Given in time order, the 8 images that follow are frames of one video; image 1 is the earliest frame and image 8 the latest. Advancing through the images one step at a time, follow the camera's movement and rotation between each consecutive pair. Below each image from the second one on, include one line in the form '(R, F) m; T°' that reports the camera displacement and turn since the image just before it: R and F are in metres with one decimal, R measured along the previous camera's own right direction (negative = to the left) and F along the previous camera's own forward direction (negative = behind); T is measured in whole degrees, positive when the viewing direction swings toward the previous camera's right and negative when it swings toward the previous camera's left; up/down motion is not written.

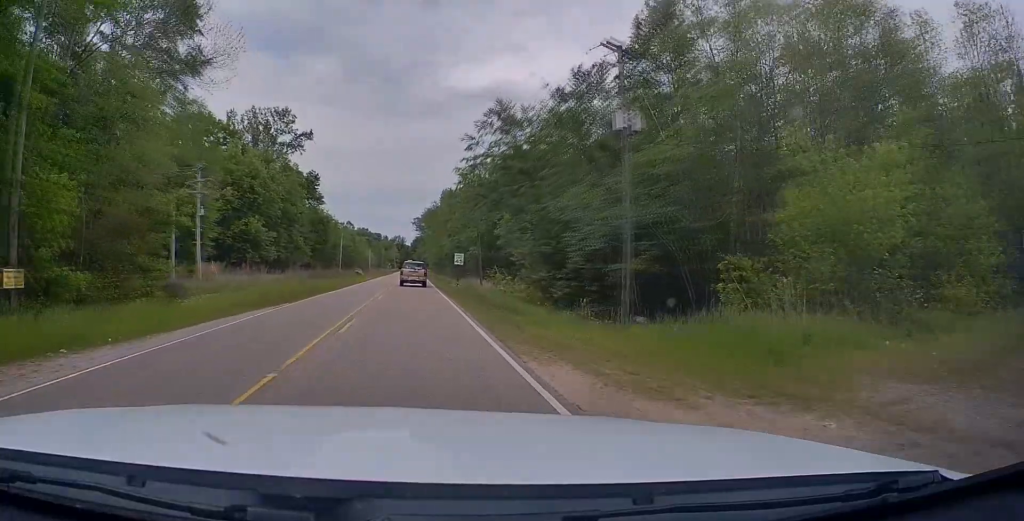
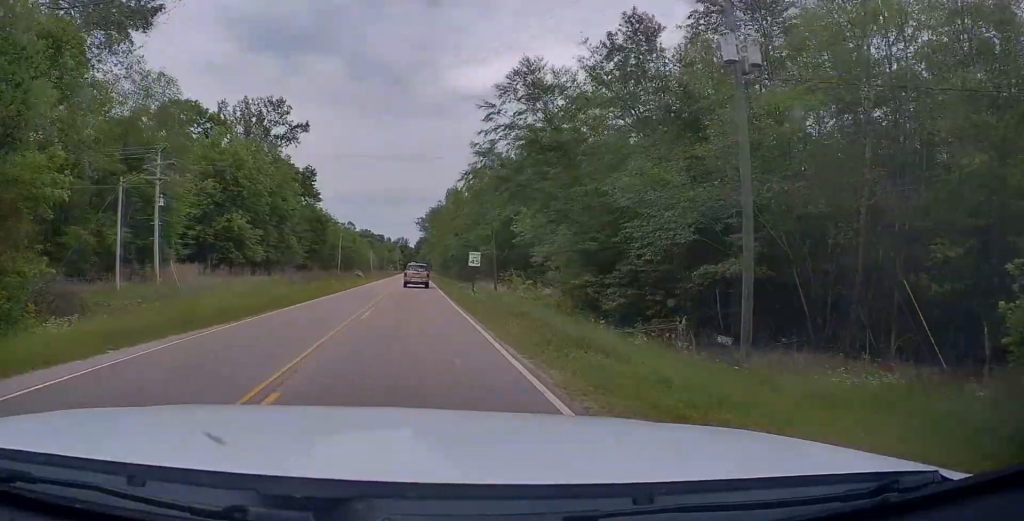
(0.0, +8.1) m; 0°
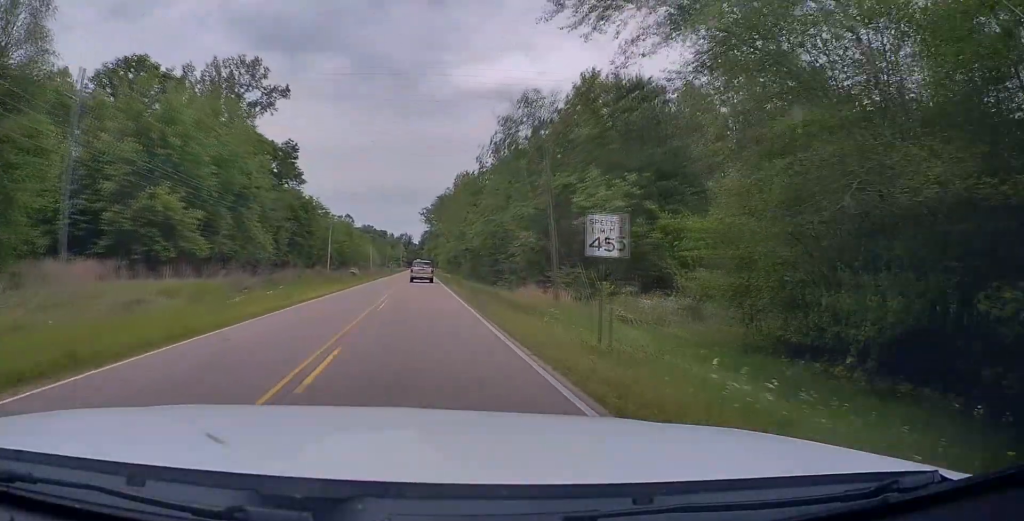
(+0.1, +20.7) m; 0°
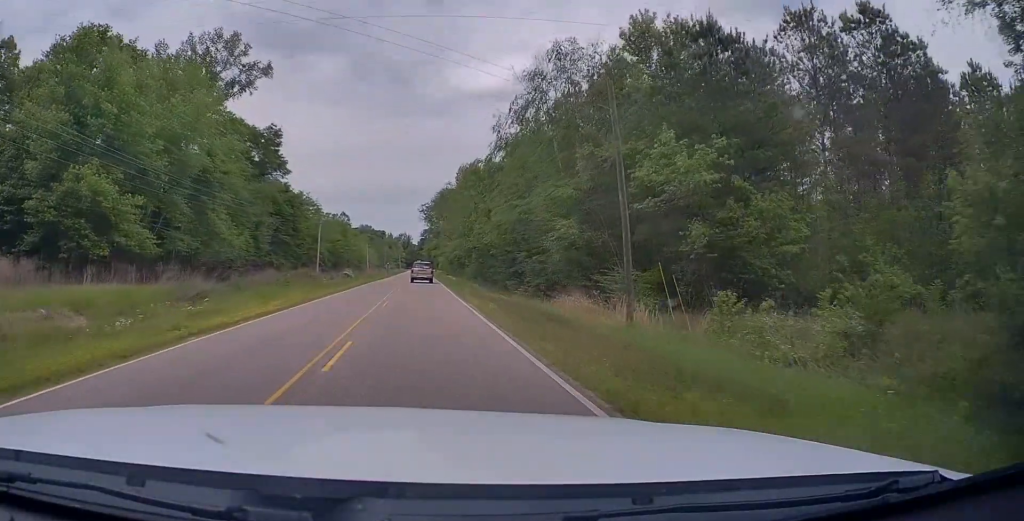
(-0.1, +11.0) m; -1°
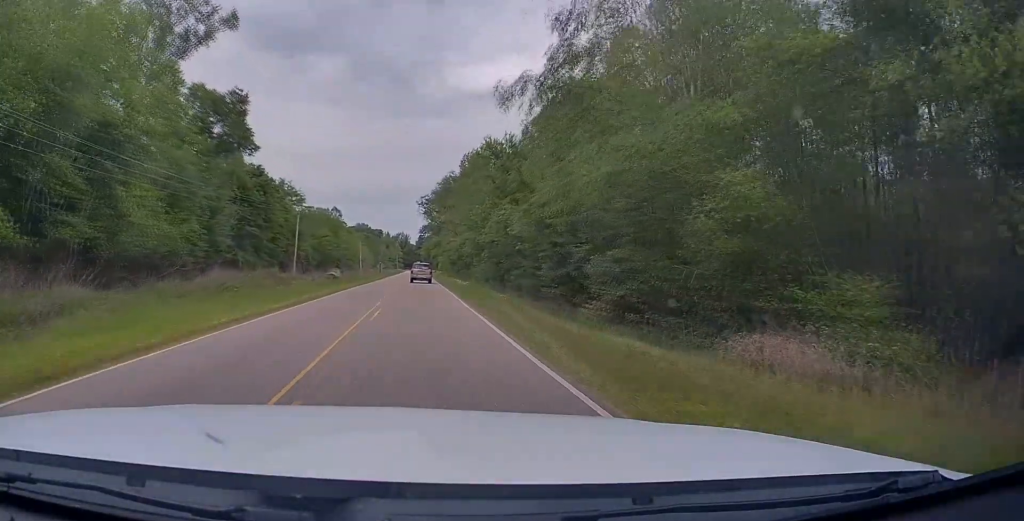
(-0.1, +16.9) m; -1°
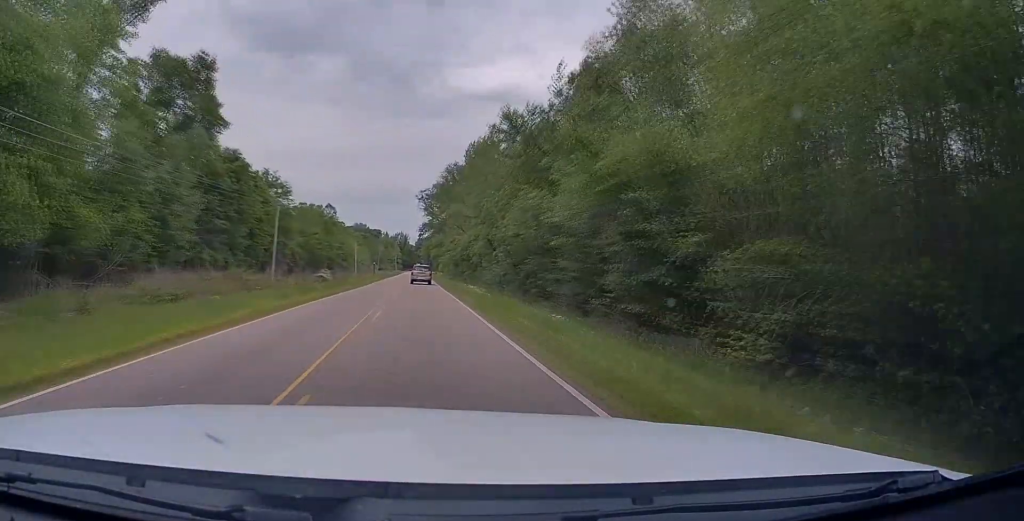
(-0.1, +11.8) m; 0°
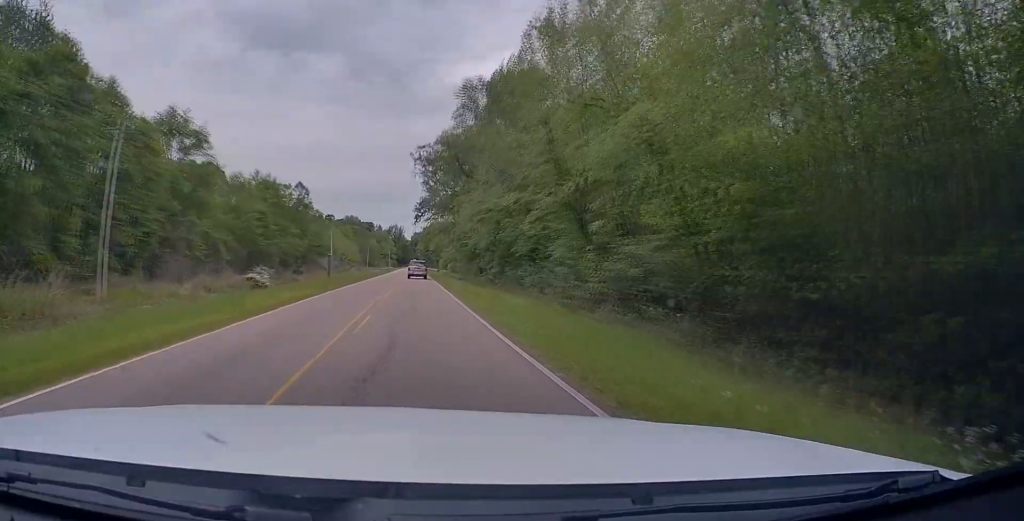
(+0.6, +38.6) m; +2°
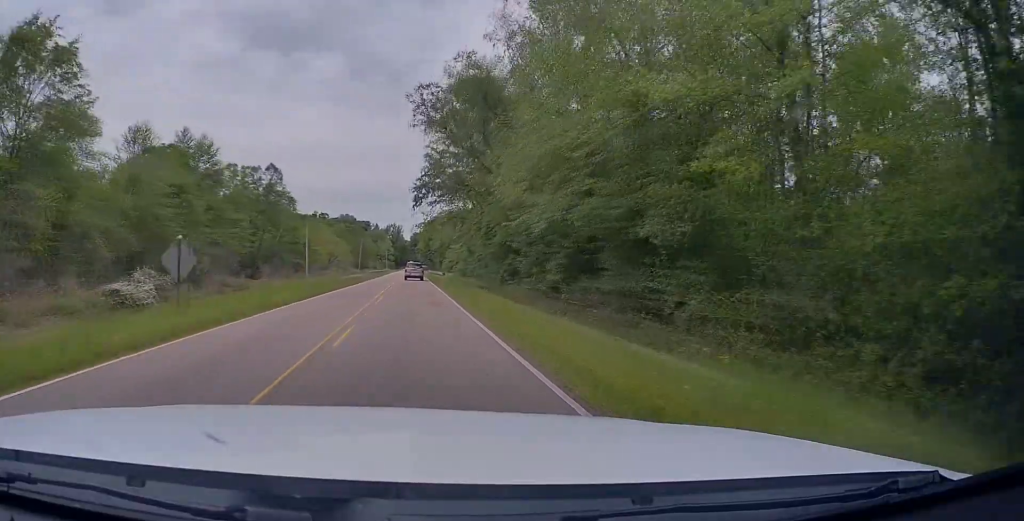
(0.0, +26.5) m; 0°
